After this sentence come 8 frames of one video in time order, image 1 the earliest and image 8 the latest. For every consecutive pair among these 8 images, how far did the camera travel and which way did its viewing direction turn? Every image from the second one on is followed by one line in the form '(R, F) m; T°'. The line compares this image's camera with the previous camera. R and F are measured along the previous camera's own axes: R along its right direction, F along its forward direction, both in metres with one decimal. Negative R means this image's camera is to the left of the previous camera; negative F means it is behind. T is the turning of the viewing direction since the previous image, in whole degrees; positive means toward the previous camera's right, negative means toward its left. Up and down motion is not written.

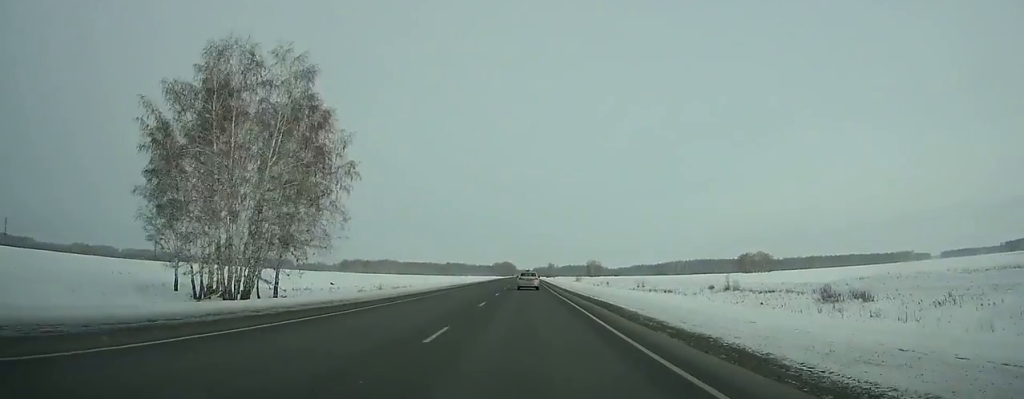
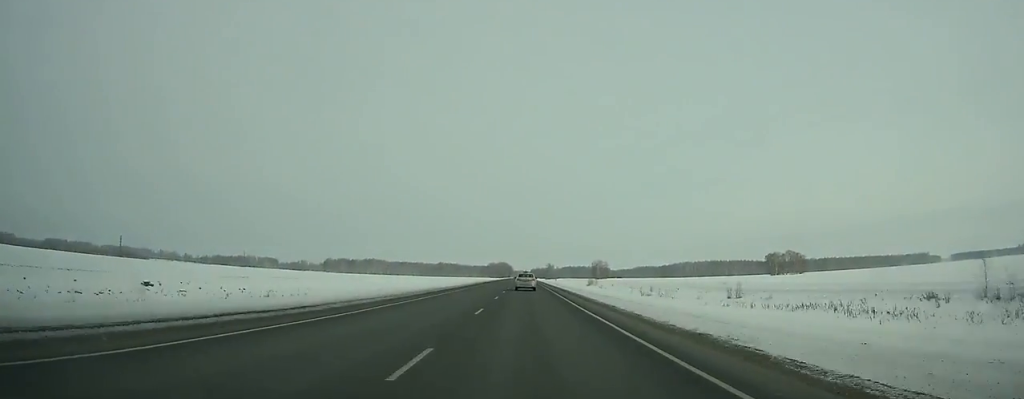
(0.0, +63.9) m; 0°
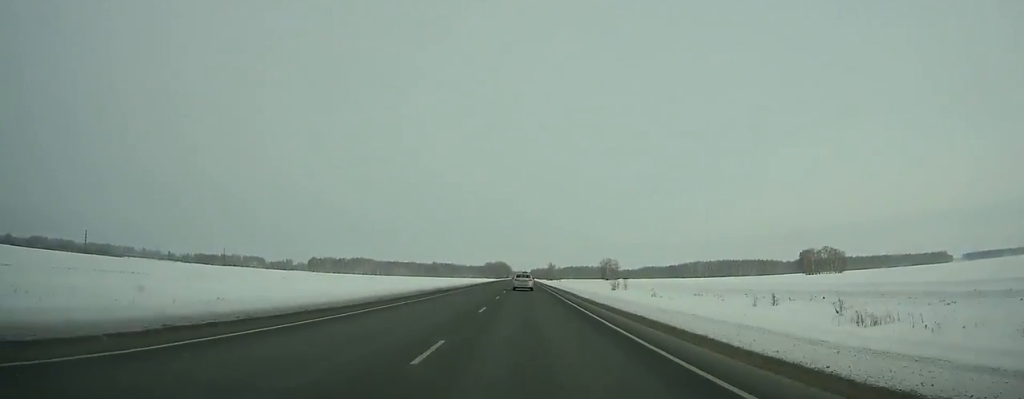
(+0.2, +59.0) m; 0°
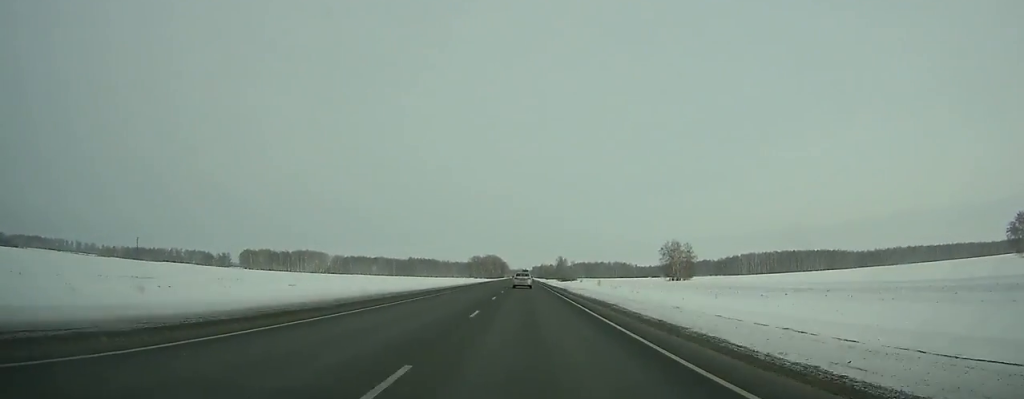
(+0.2, +195.0) m; 0°
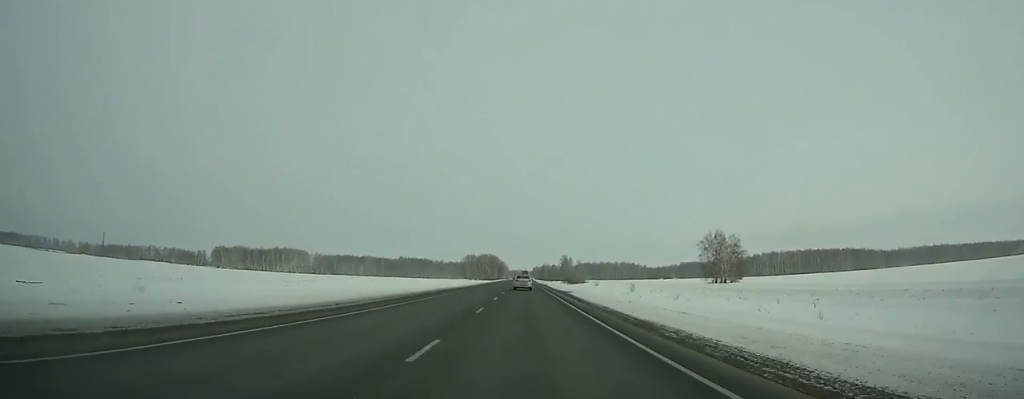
(0.0, +57.8) m; 0°
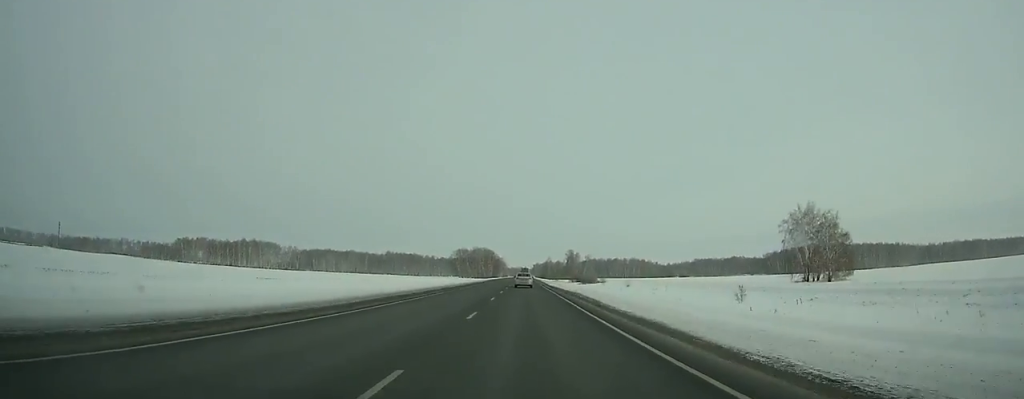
(0.0, +63.9) m; 0°
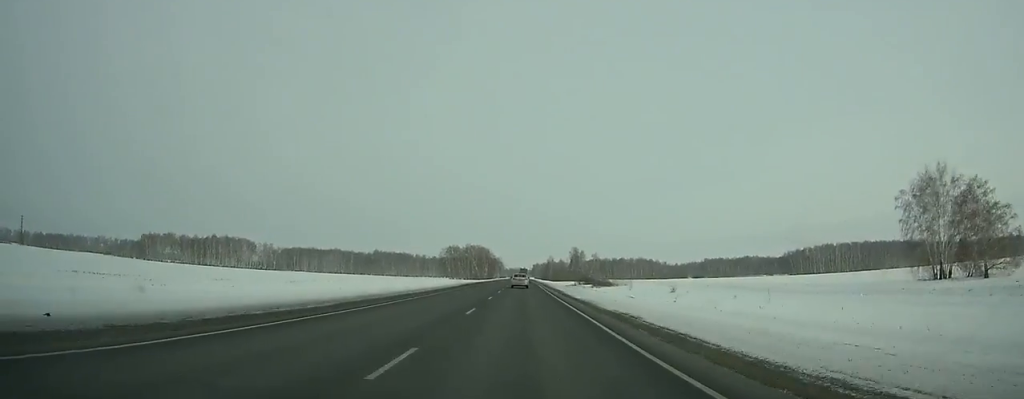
(0.0, +45.6) m; 0°
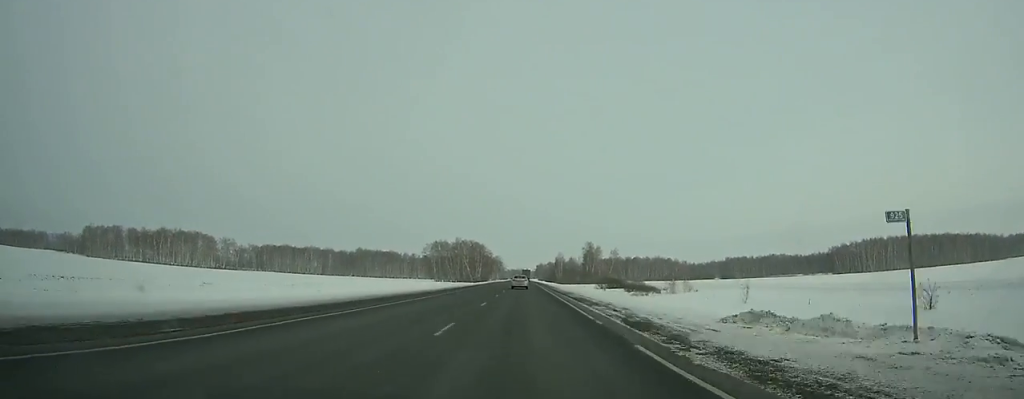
(-0.1, +66.3) m; 0°
